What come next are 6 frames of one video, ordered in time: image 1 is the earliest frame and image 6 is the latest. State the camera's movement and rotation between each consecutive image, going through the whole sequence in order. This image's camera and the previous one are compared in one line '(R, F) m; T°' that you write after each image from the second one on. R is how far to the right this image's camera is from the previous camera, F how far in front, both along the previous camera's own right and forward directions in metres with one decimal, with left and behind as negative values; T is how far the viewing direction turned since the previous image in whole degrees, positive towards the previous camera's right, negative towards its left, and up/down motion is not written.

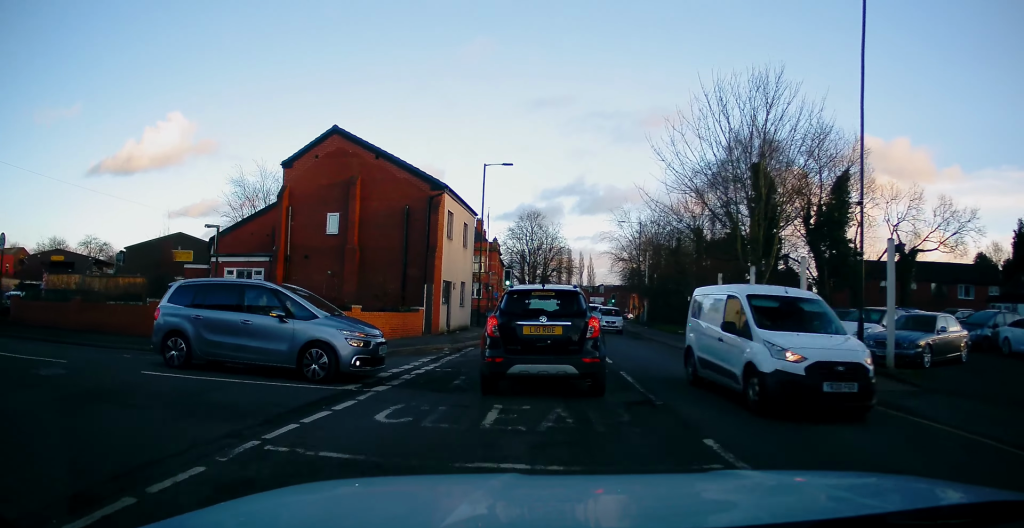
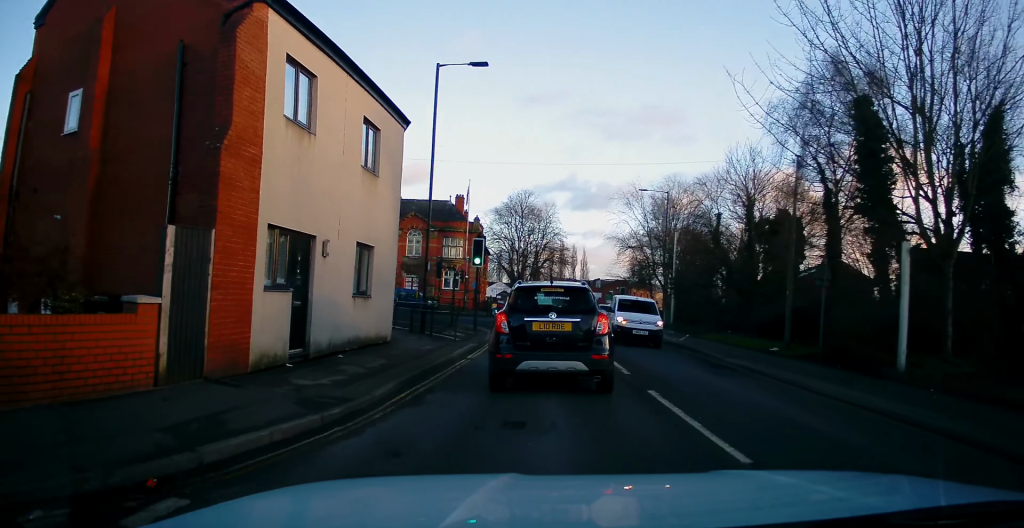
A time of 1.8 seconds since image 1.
(+0.6, +15.6) m; +4°
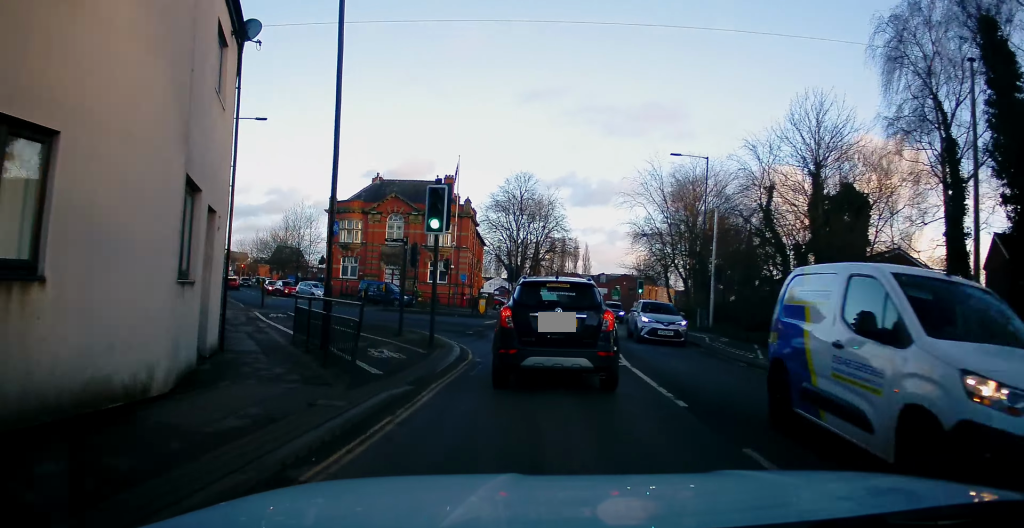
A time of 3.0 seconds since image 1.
(+0.1, +10.4) m; 0°
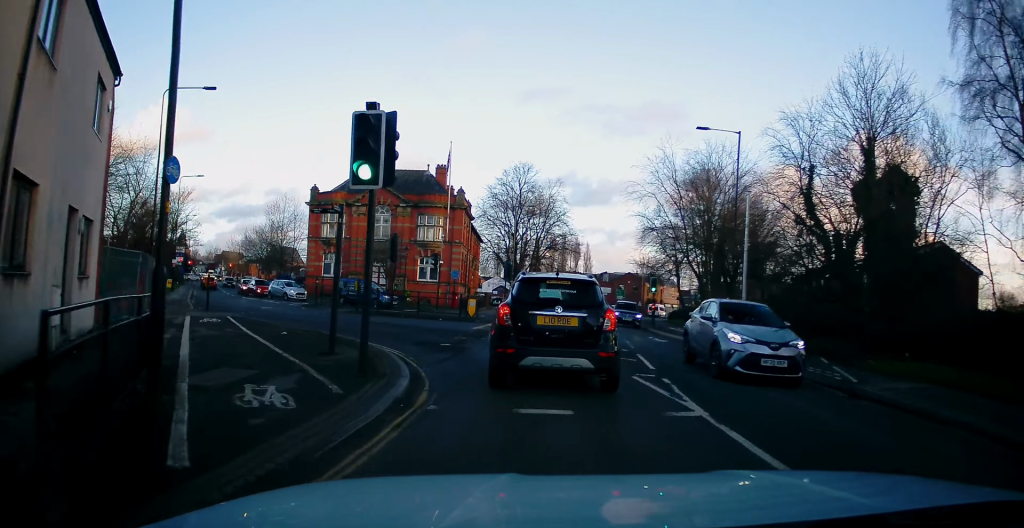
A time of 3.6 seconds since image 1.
(0.0, +5.5) m; -1°
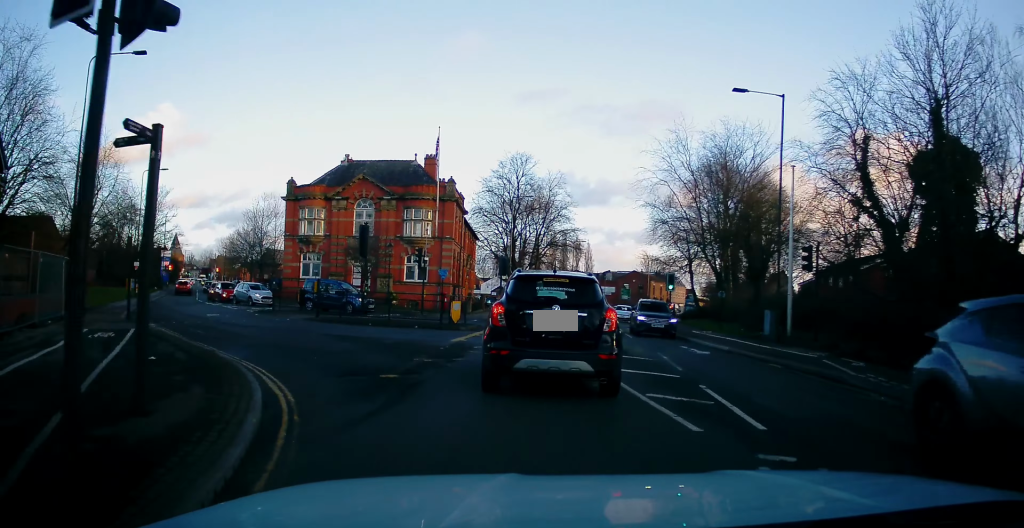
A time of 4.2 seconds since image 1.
(0.0, +5.7) m; -2°
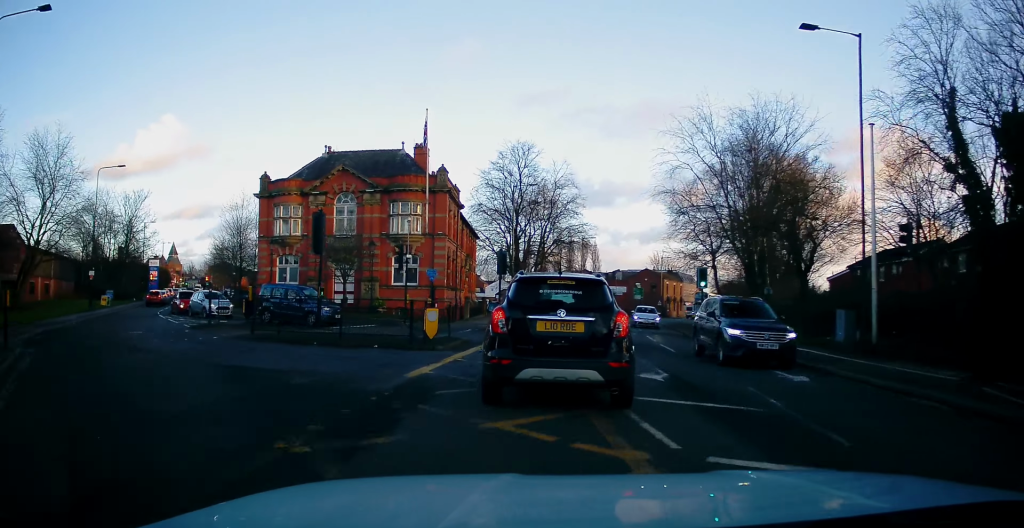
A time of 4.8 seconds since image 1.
(-0.2, +6.0) m; 0°
